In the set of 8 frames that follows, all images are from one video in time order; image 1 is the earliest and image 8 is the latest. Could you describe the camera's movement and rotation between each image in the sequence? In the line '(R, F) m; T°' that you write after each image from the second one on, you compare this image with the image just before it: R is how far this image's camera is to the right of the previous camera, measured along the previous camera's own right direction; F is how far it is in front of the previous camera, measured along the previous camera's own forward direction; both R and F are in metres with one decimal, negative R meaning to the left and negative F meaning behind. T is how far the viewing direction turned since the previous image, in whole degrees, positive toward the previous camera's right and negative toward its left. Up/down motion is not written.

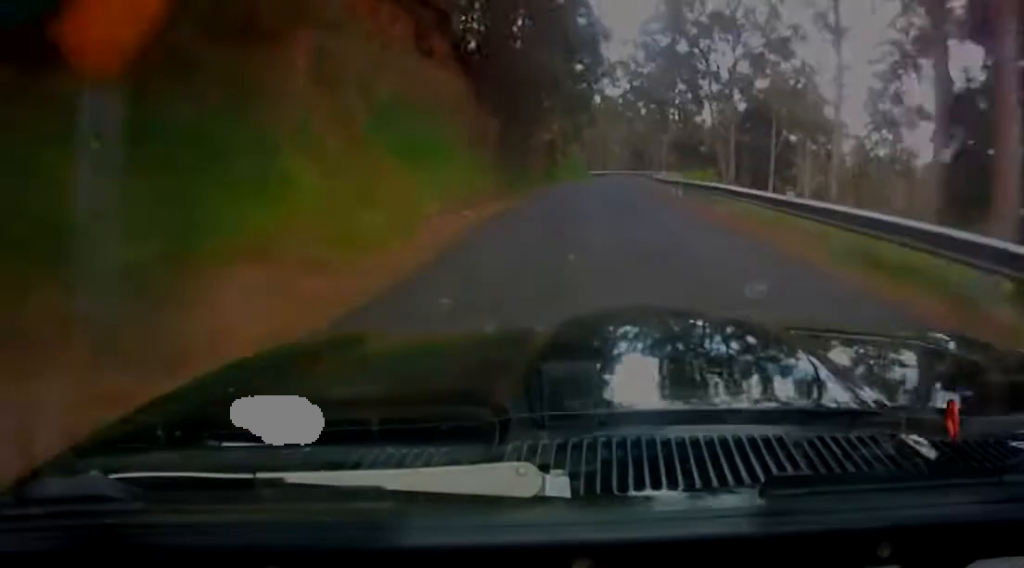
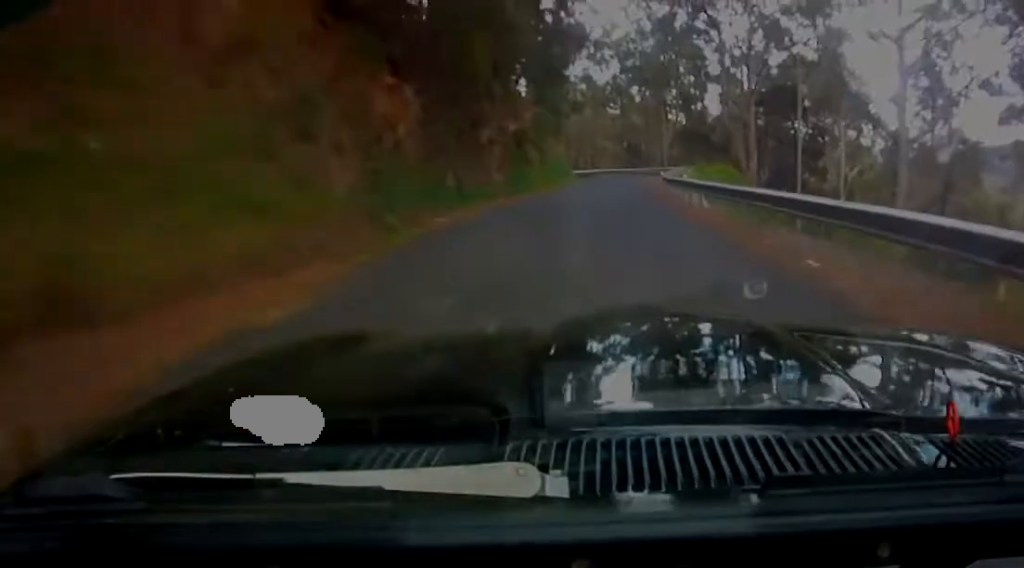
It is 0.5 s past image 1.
(0.0, +16.7) m; 0°
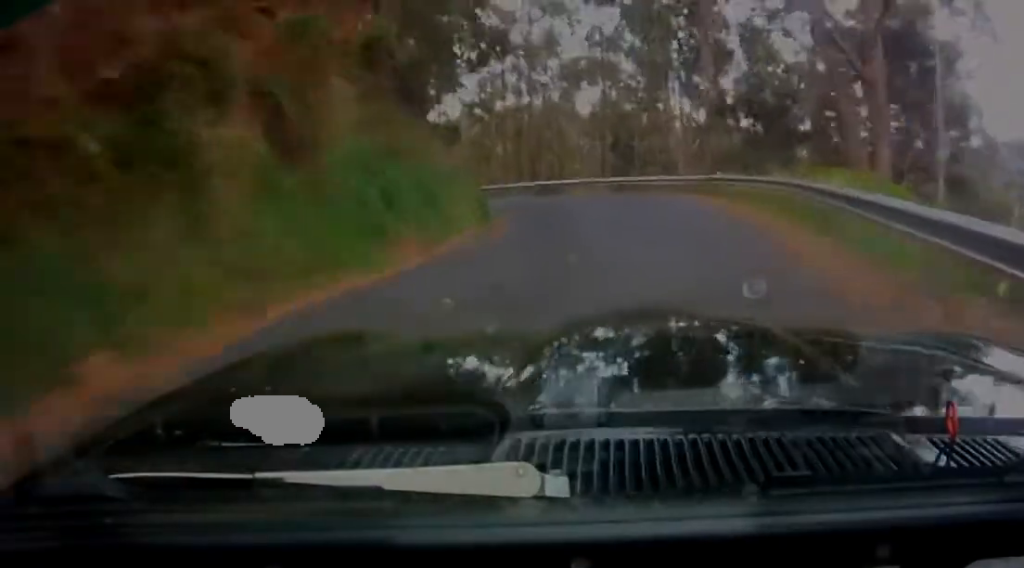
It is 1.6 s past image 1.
(-0.2, +37.6) m; -5°
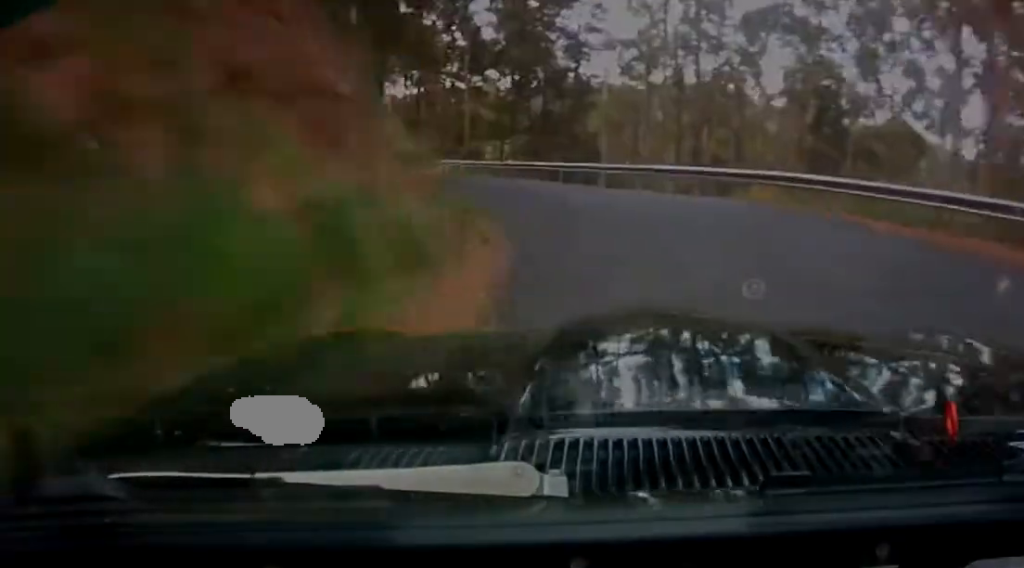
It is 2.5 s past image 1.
(-1.0, +24.3) m; -8°
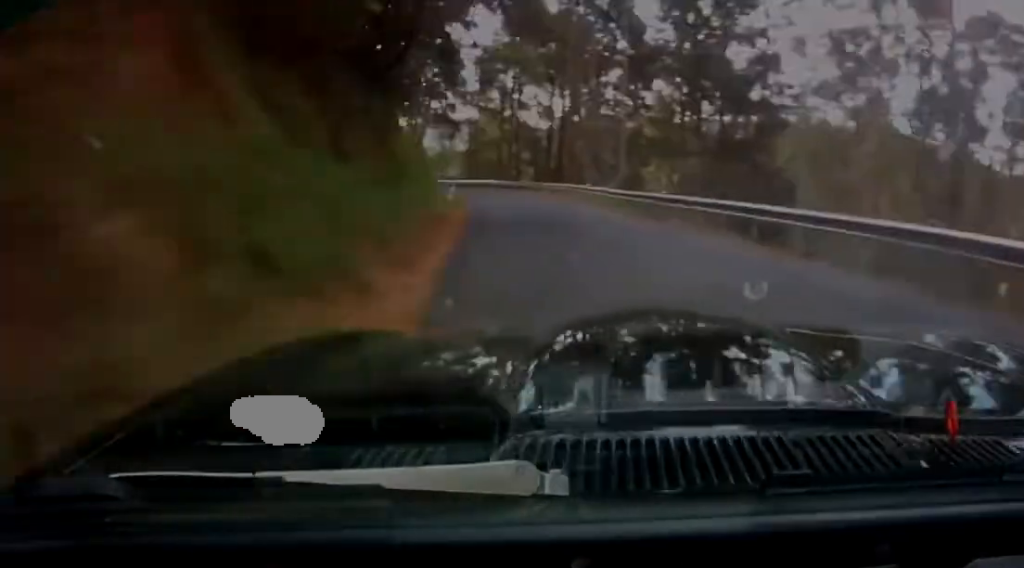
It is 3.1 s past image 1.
(-1.4, +17.1) m; -6°
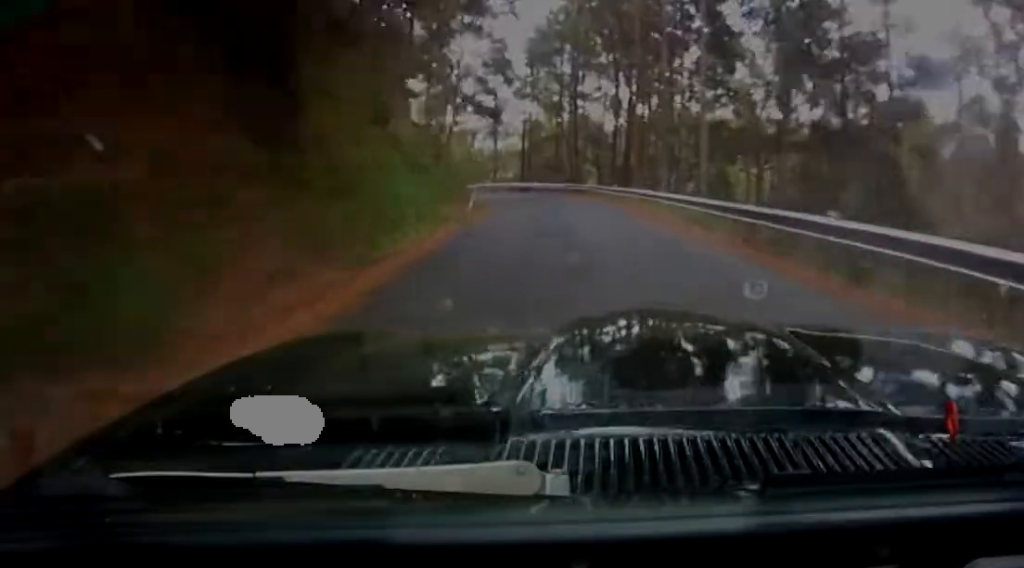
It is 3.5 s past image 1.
(-0.5, +12.2) m; -3°
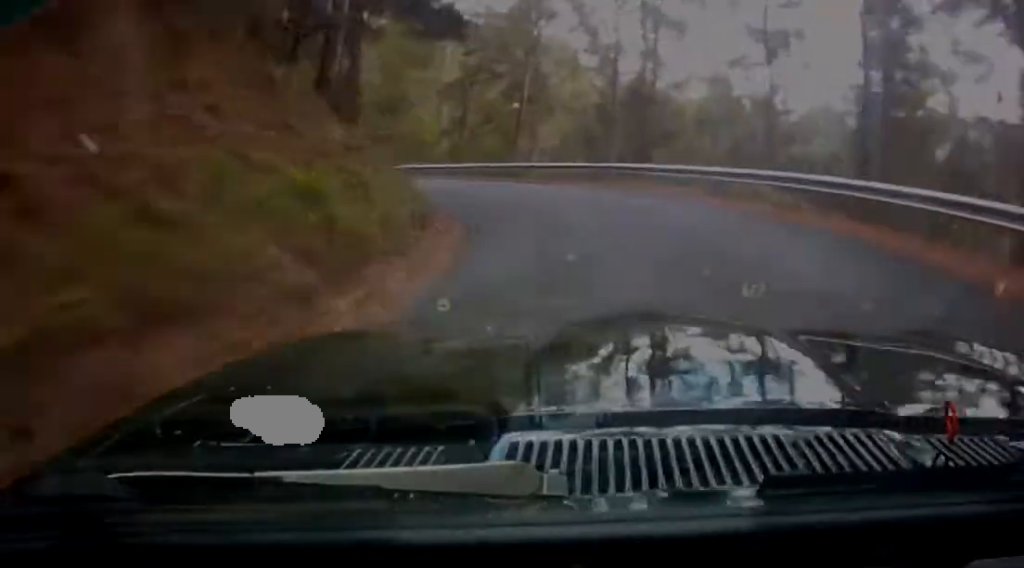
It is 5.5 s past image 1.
(-6.4, +51.5) m; -19°
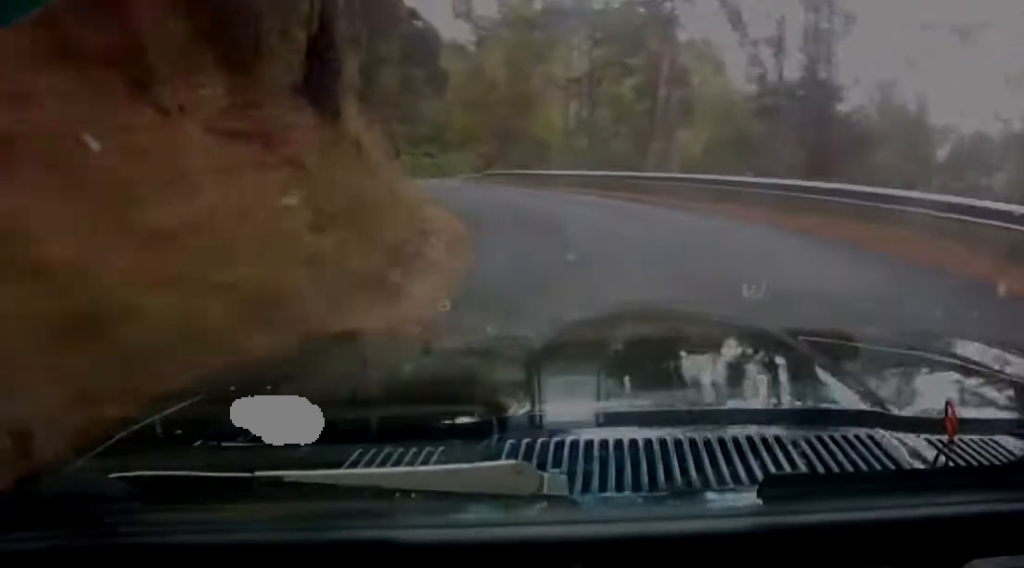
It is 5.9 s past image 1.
(-0.7, +10.6) m; -7°
